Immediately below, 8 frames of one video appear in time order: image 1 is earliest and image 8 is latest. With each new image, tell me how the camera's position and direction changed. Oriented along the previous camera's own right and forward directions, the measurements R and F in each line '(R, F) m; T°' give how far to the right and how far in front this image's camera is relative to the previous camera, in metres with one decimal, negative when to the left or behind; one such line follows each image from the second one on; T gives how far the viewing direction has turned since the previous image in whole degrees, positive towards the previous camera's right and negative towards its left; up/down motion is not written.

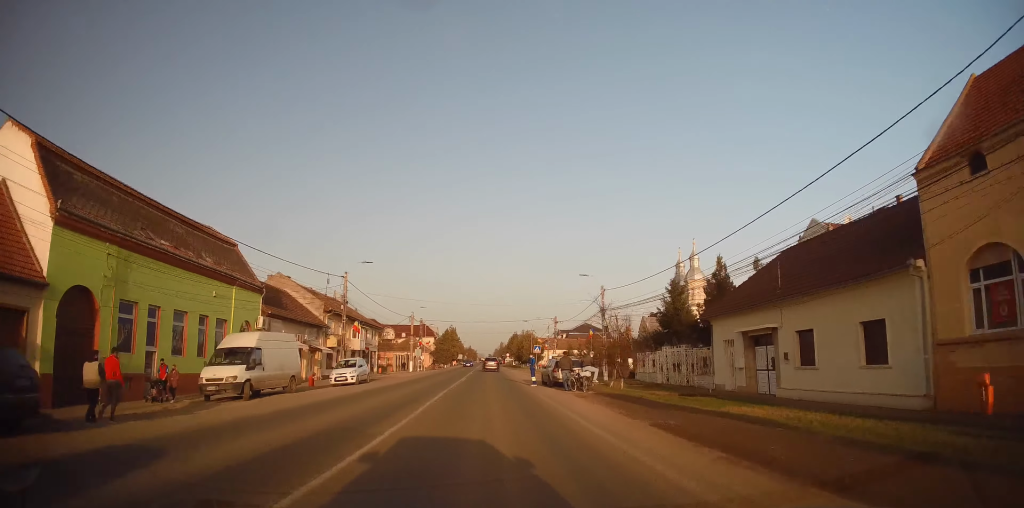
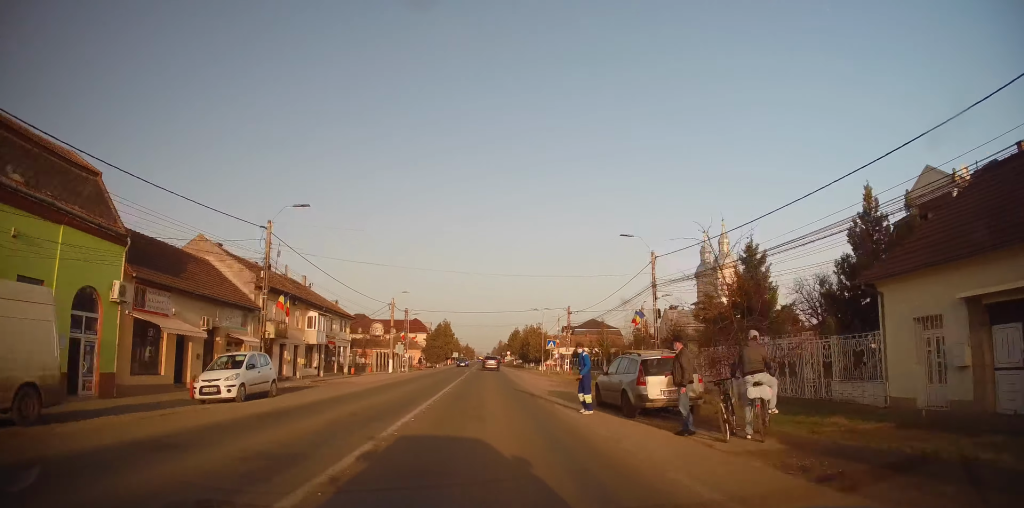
(0.0, +14.9) m; 0°
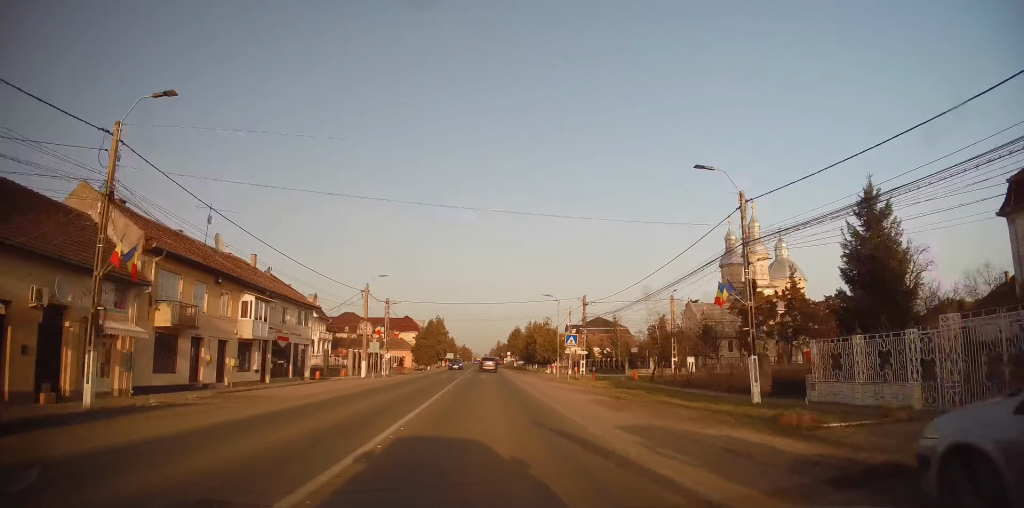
(0.0, +12.2) m; +2°
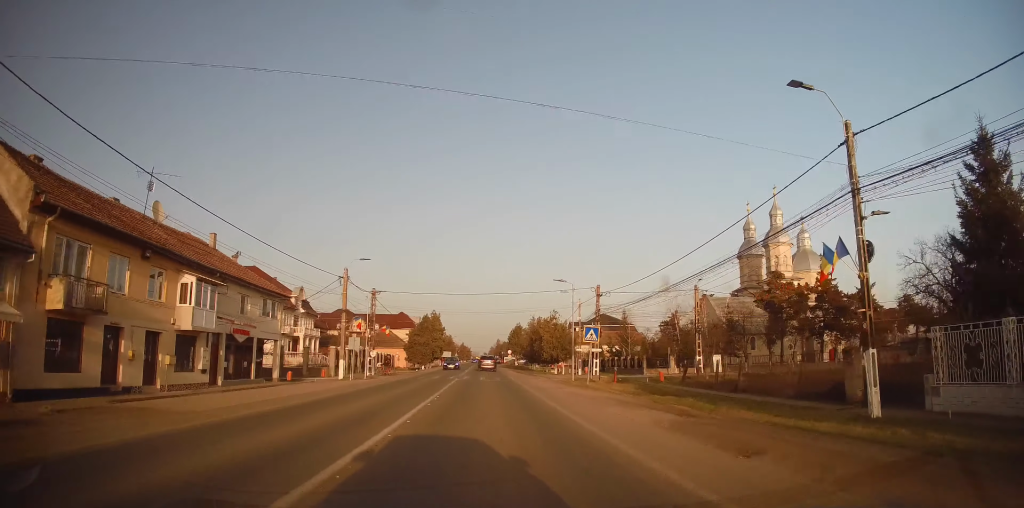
(+0.2, +7.1) m; 0°
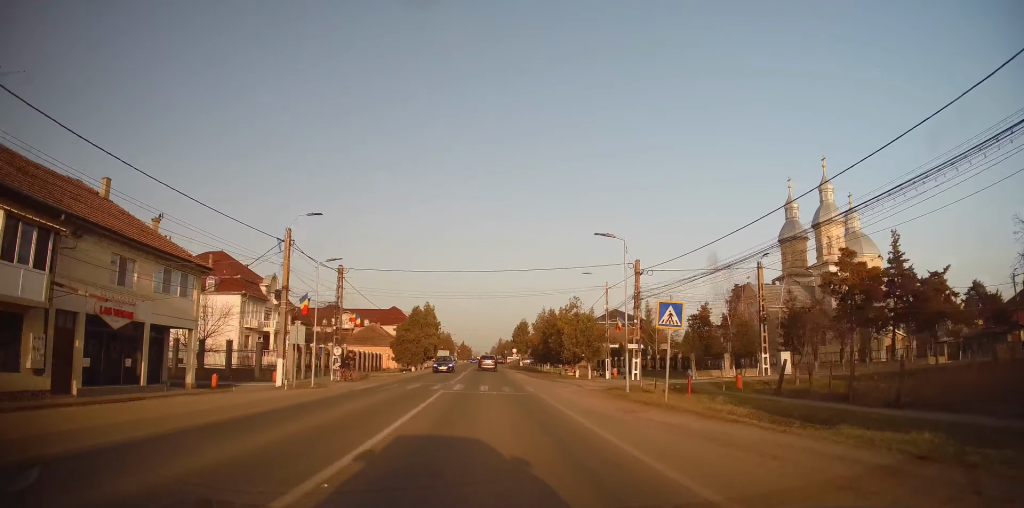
(+0.2, +12.6) m; -1°
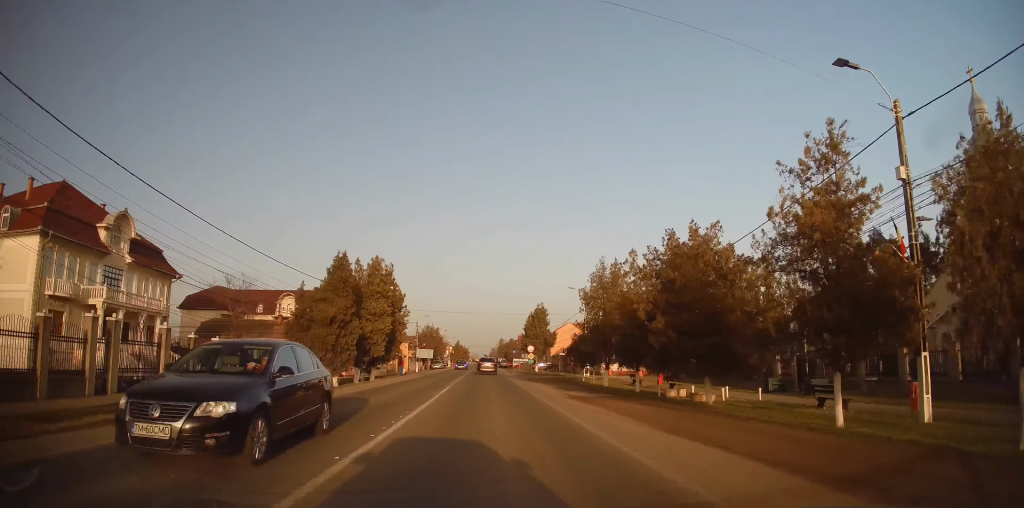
(-0.5, +35.0) m; 0°
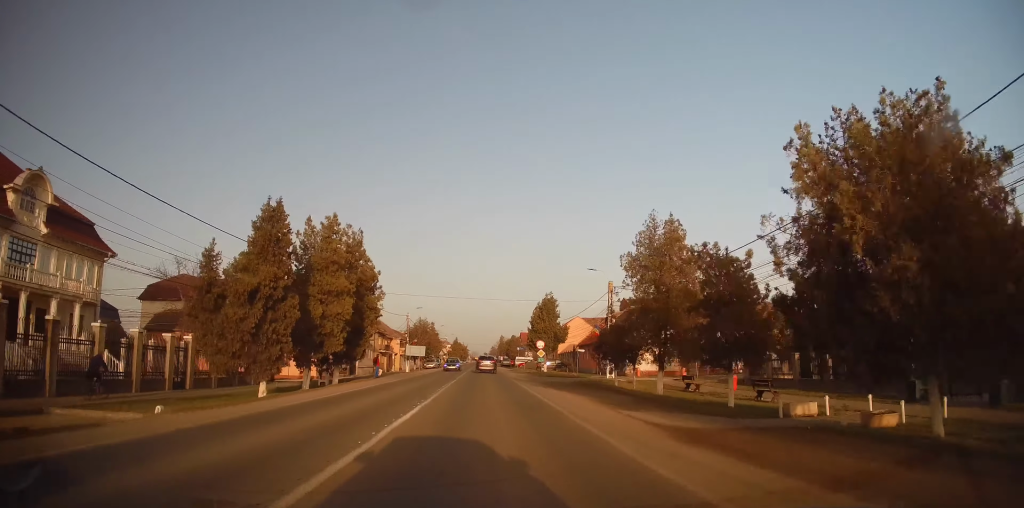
(+0.1, +10.5) m; 0°
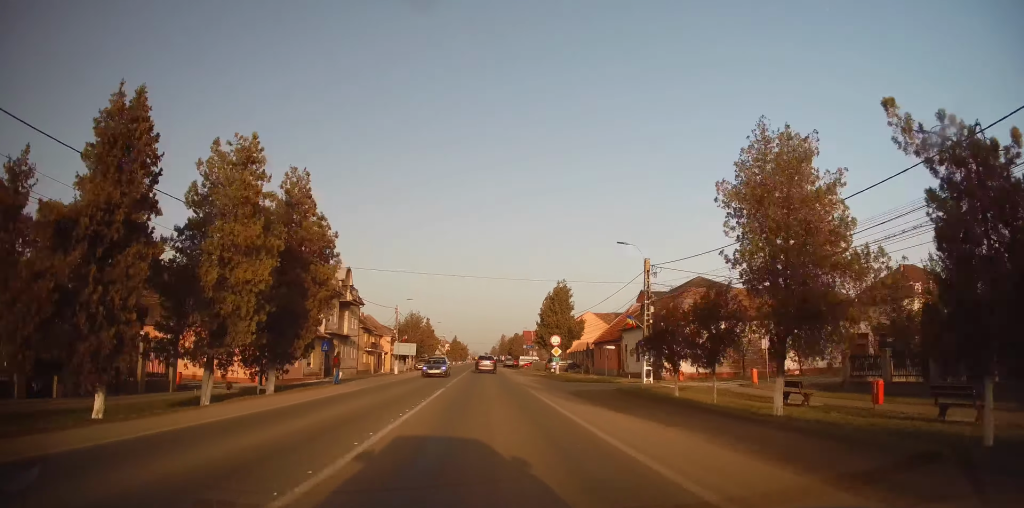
(-0.2, +10.0) m; -1°
